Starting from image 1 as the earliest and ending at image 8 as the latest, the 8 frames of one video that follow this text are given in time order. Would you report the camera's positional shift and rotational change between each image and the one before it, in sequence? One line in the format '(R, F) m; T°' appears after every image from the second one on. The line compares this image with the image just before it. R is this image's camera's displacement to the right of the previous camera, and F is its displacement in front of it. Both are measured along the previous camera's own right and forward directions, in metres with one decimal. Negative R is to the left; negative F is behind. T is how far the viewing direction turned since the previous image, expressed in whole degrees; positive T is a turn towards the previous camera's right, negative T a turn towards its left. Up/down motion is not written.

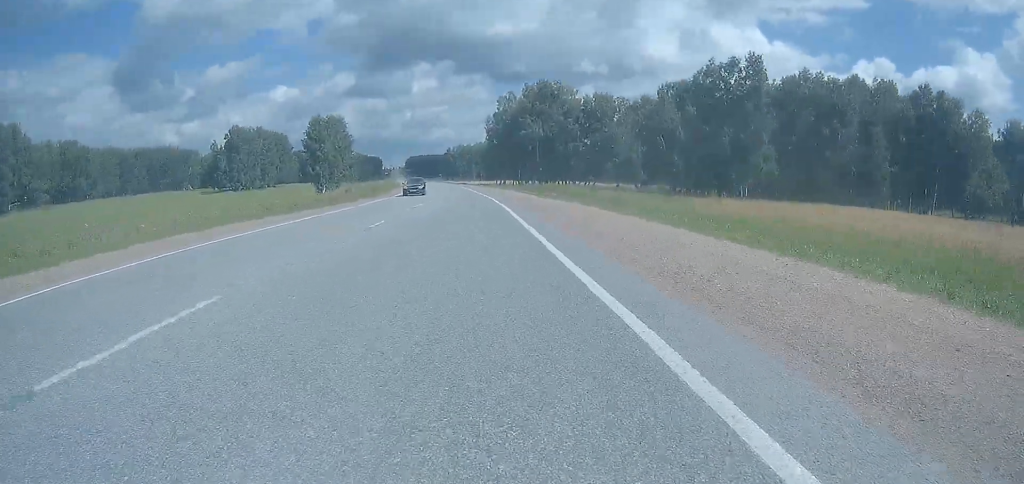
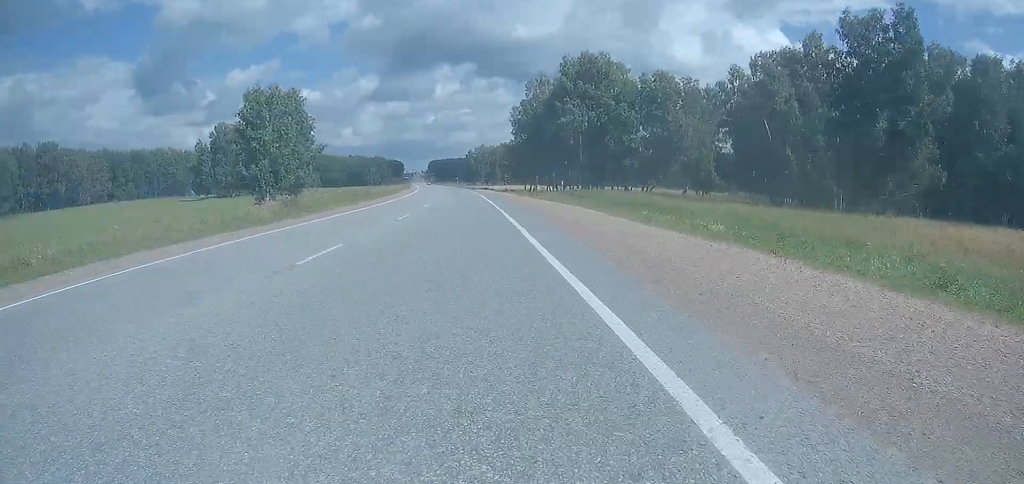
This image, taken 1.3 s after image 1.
(0.0, +30.6) m; 0°
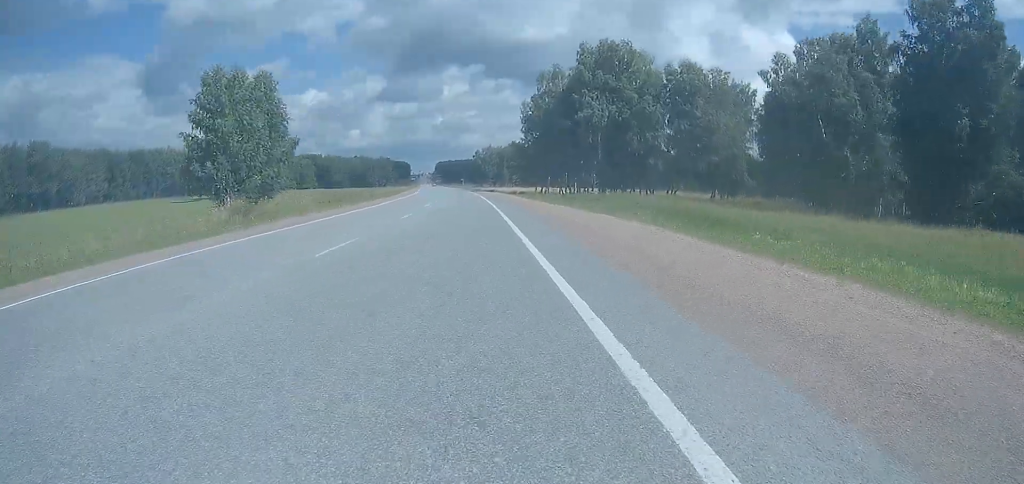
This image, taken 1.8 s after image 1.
(0.0, +10.1) m; 0°
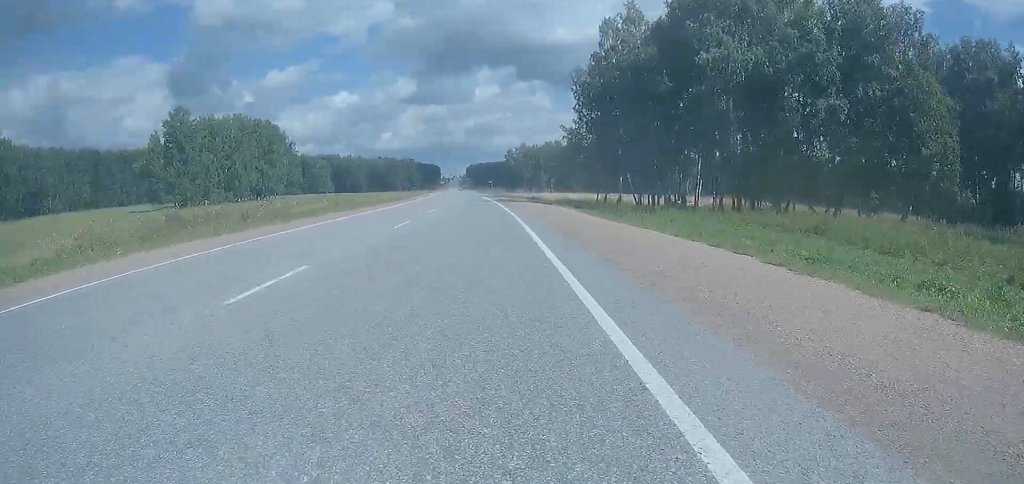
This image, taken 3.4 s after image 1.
(0.0, +38.8) m; -1°
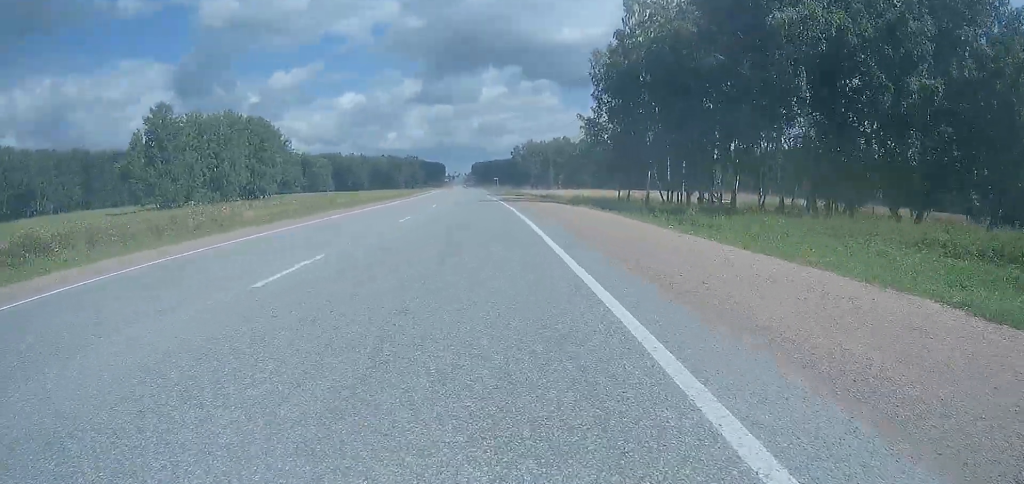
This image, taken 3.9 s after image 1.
(+0.2, +10.8) m; -2°
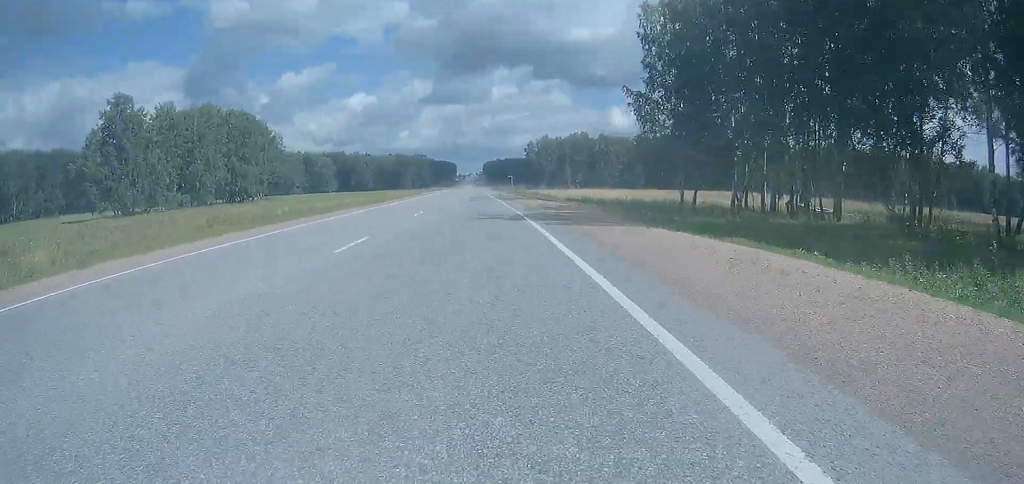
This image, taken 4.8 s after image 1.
(-1.1, +20.2) m; -4°
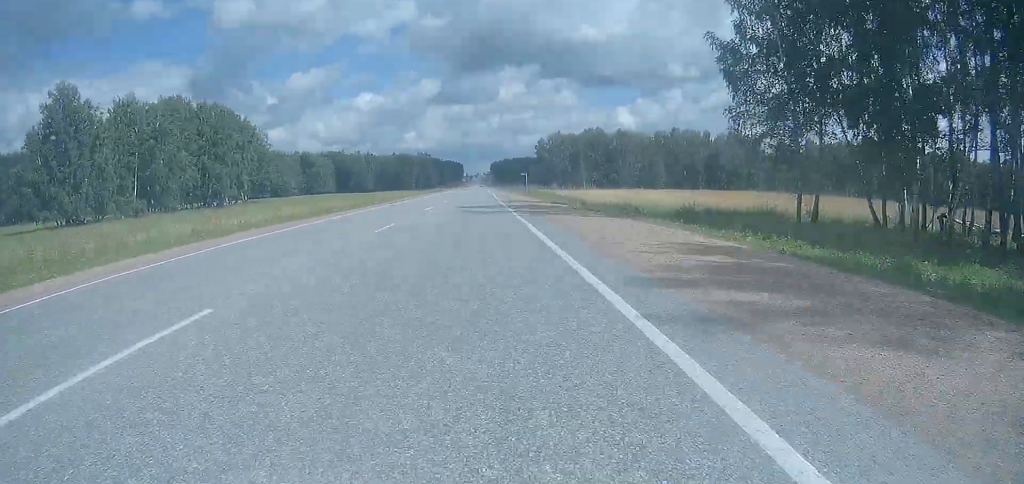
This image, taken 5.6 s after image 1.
(-0.7, +19.6) m; -2°
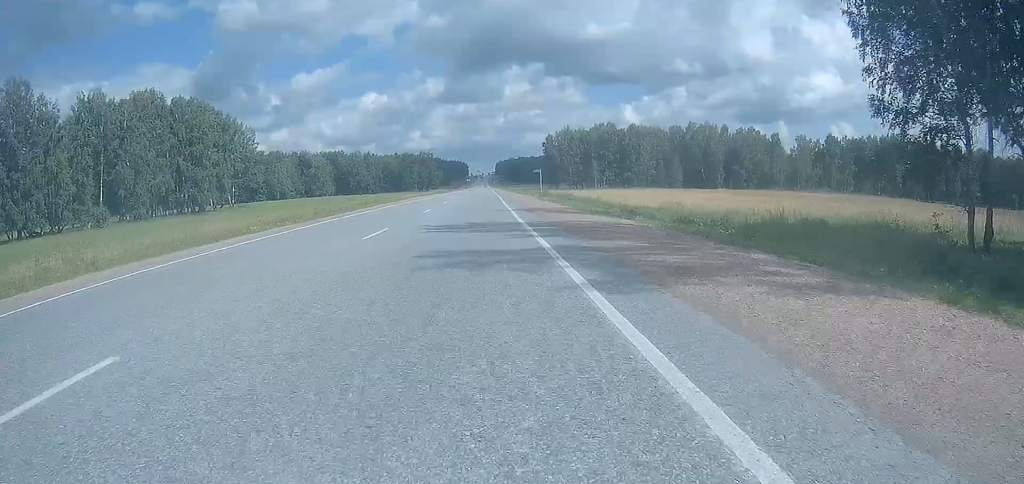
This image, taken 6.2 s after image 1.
(0.0, +13.4) m; 0°
